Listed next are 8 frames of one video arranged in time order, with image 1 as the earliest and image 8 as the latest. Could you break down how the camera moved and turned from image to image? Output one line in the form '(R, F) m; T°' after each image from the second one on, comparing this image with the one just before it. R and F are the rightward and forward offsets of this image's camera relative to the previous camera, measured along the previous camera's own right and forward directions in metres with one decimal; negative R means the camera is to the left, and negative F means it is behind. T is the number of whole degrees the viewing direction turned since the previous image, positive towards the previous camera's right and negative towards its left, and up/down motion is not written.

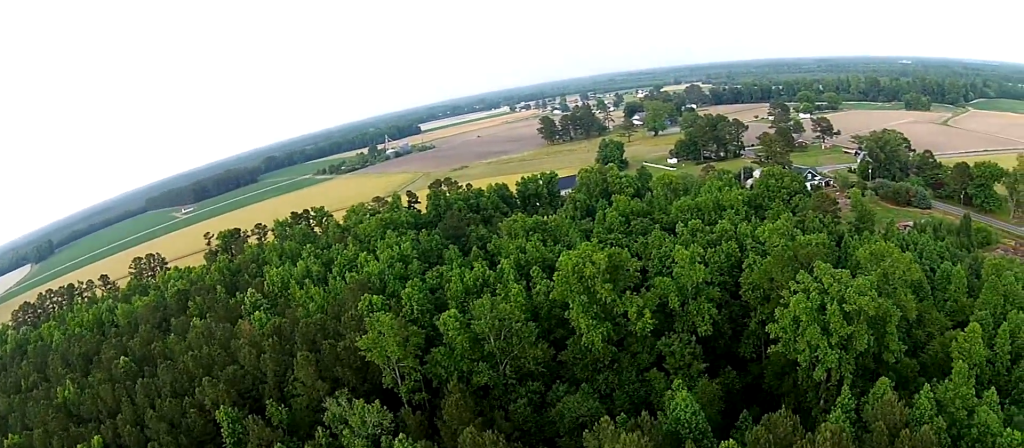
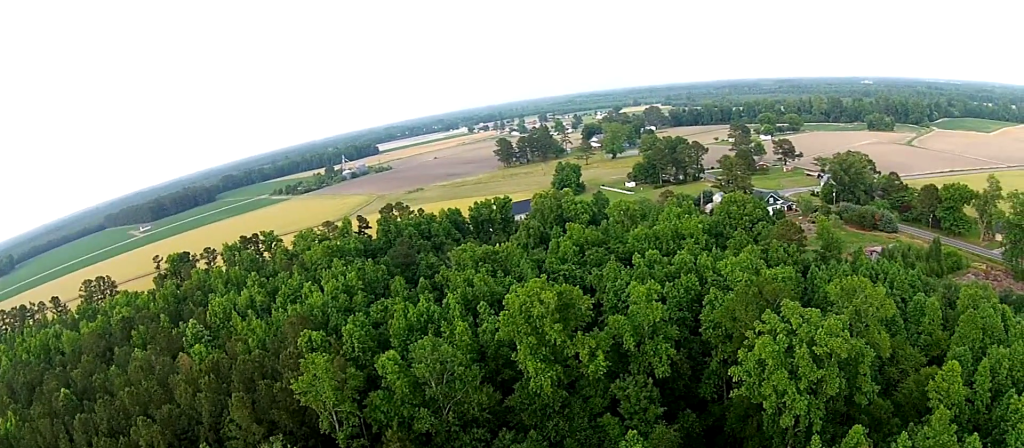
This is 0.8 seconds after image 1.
(+0.1, +6.2) m; +2°
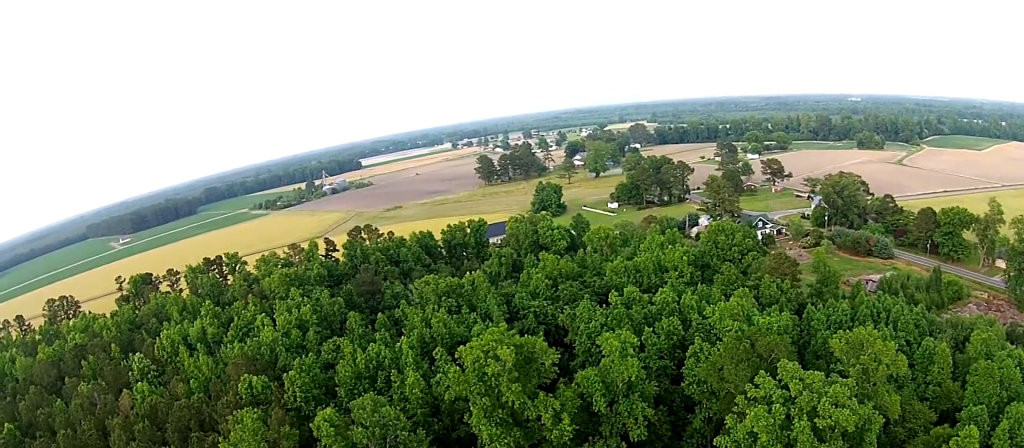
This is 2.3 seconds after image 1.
(+0.2, +11.7) m; +1°
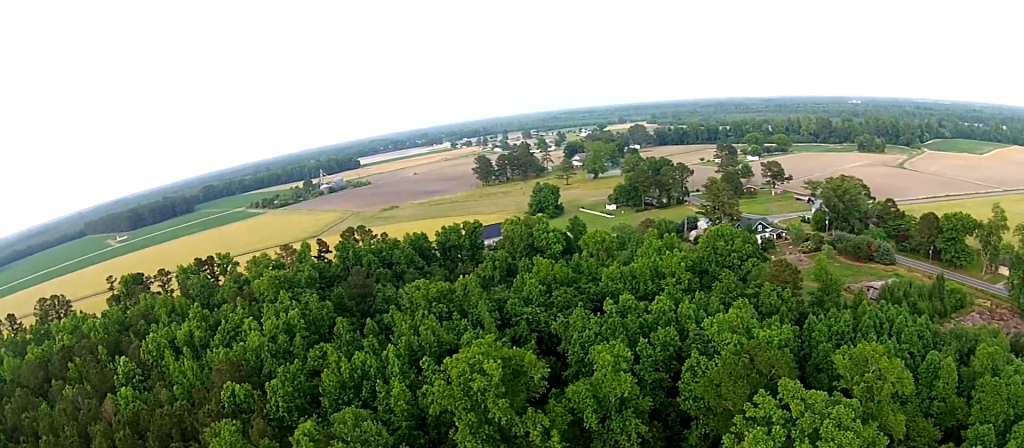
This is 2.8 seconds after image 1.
(0.0, +3.4) m; 0°
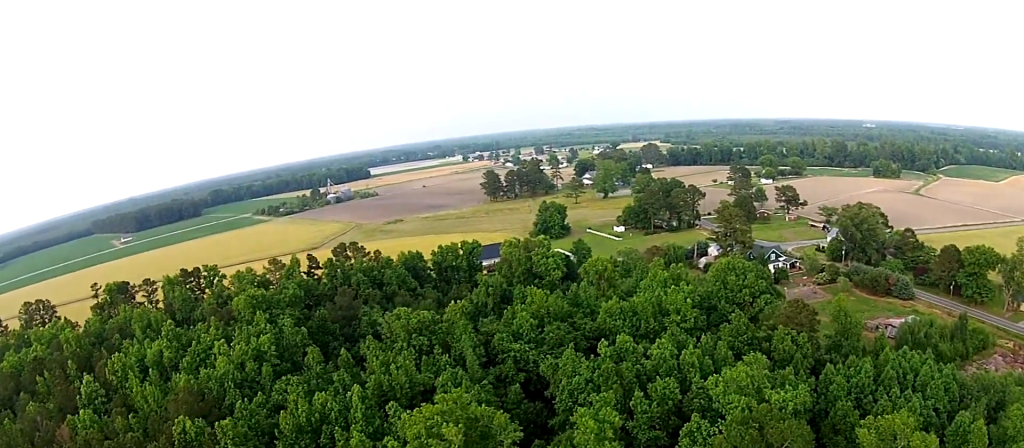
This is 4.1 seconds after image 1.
(0.0, +10.7) m; -1°
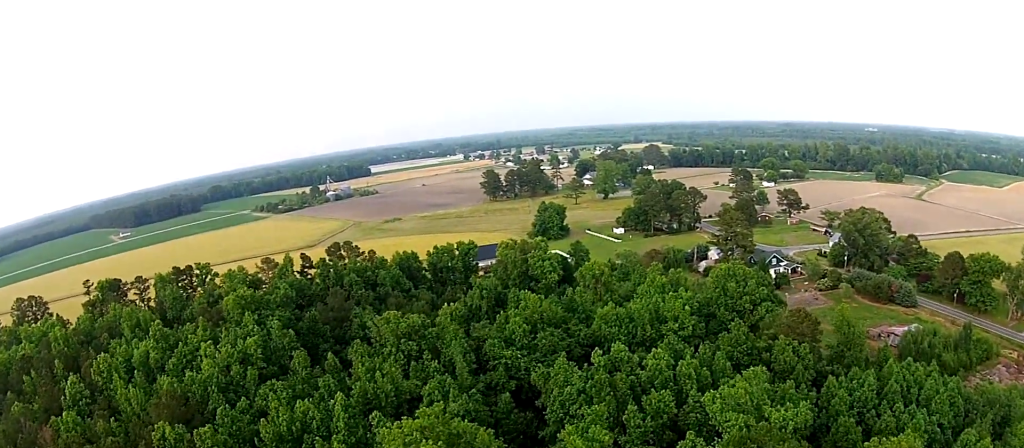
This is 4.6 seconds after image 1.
(0.0, +3.4) m; 0°
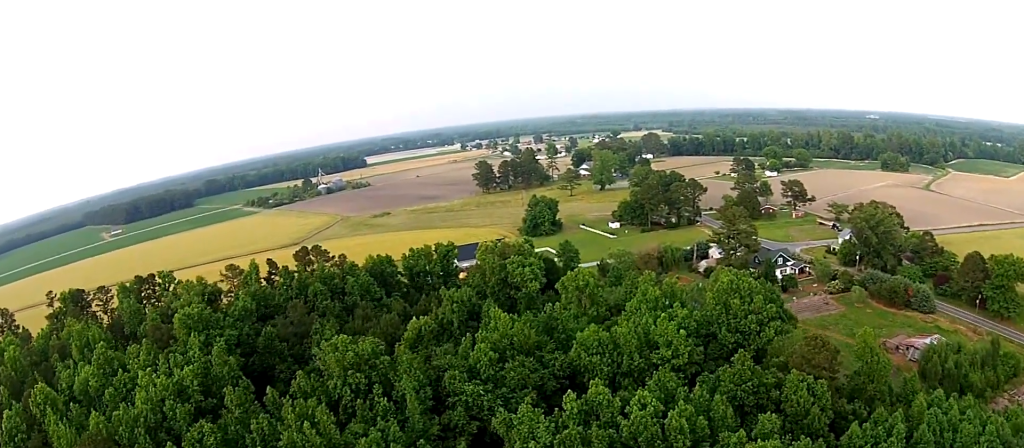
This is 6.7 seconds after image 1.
(-0.3, +16.0) m; -3°
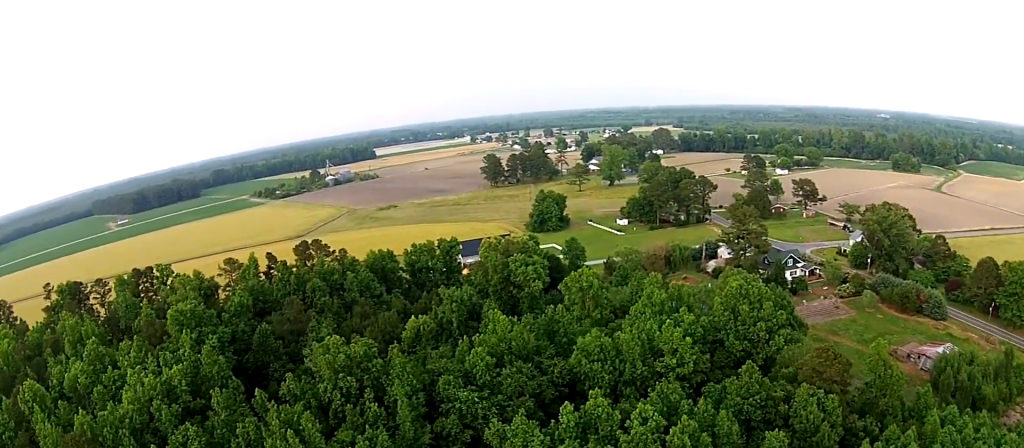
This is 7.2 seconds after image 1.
(0.0, +4.0) m; -1°
